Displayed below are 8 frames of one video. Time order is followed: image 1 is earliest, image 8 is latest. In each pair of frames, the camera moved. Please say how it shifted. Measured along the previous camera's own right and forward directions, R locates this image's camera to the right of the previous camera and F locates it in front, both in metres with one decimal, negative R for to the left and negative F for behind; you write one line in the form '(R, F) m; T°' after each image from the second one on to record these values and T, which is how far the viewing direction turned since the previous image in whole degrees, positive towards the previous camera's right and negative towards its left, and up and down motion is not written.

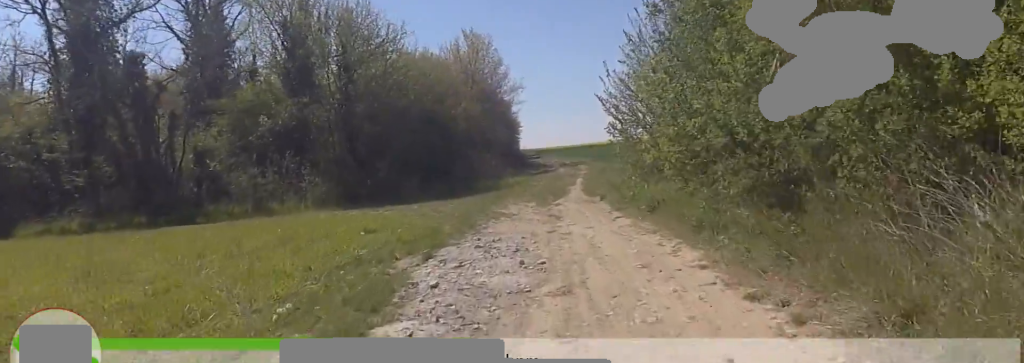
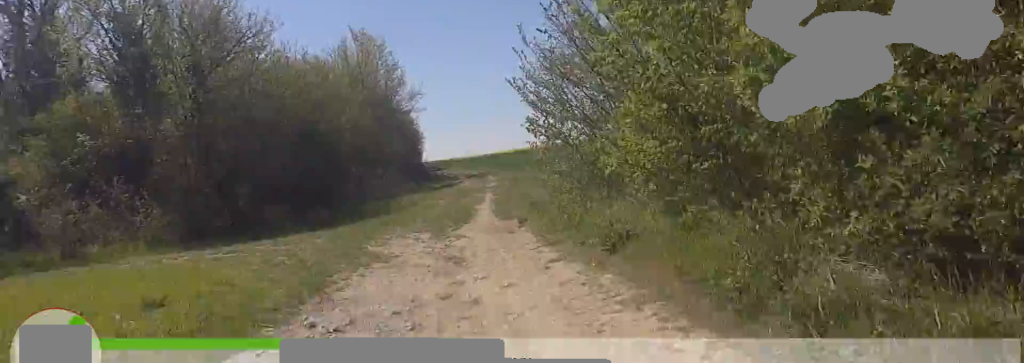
(0.0, +3.6) m; -7°
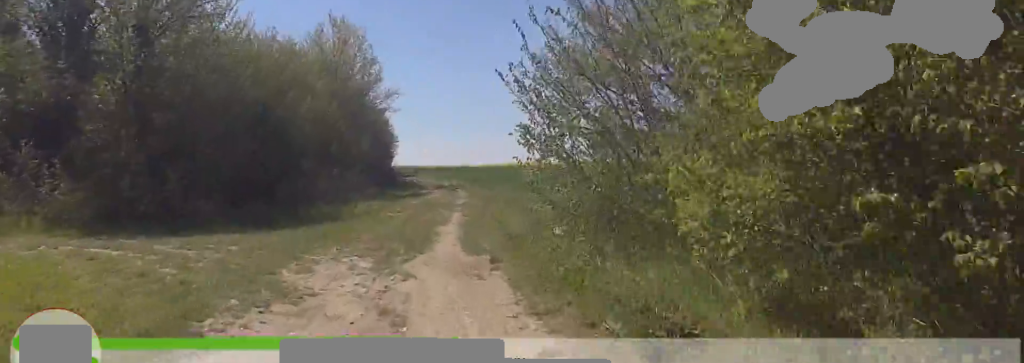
(+0.2, +2.2) m; -8°
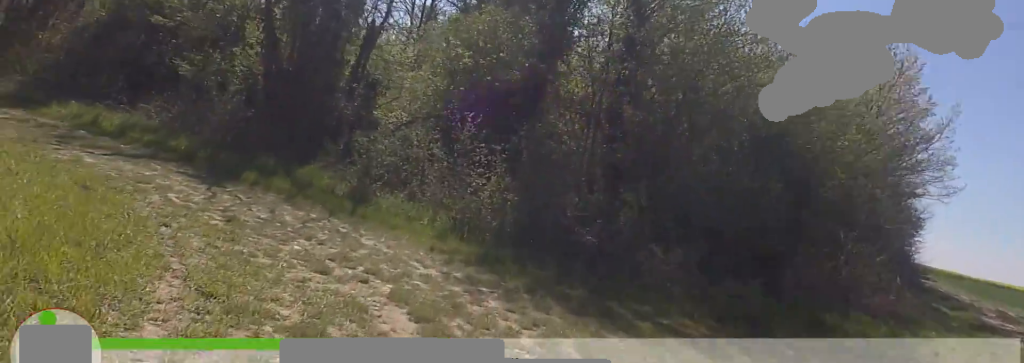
(-2.0, +6.6) m; -24°
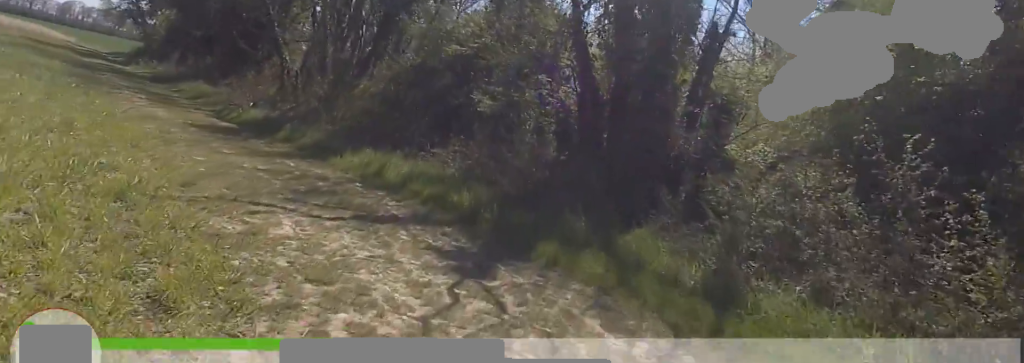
(-0.3, +4.5) m; -16°
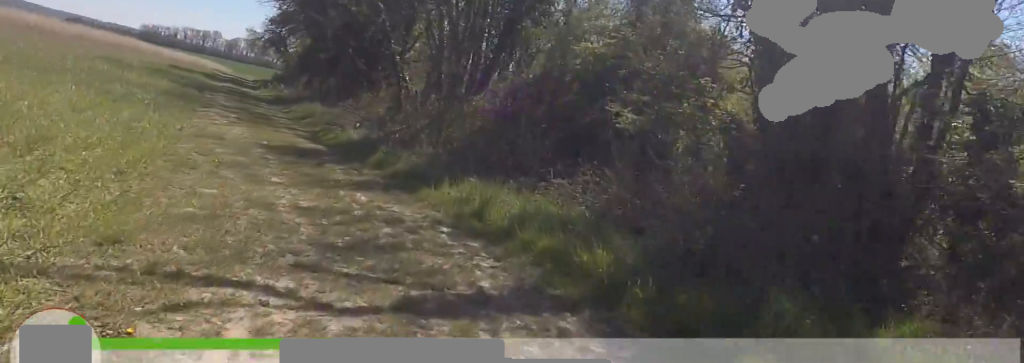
(0.0, +3.0) m; -17°
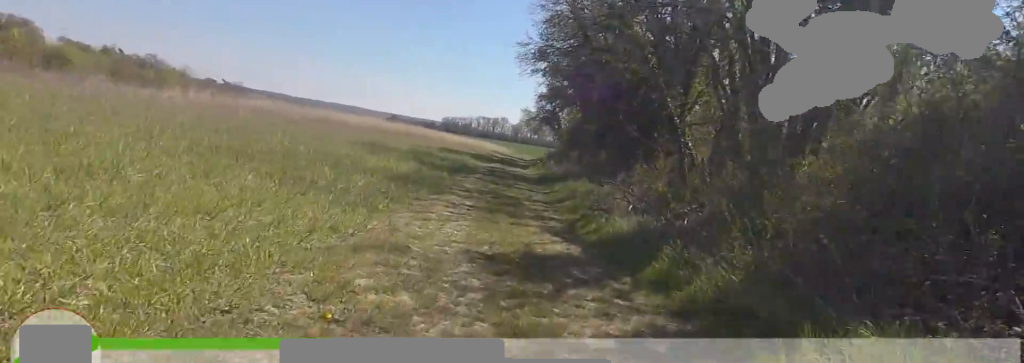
(-1.2, +4.1) m; -14°
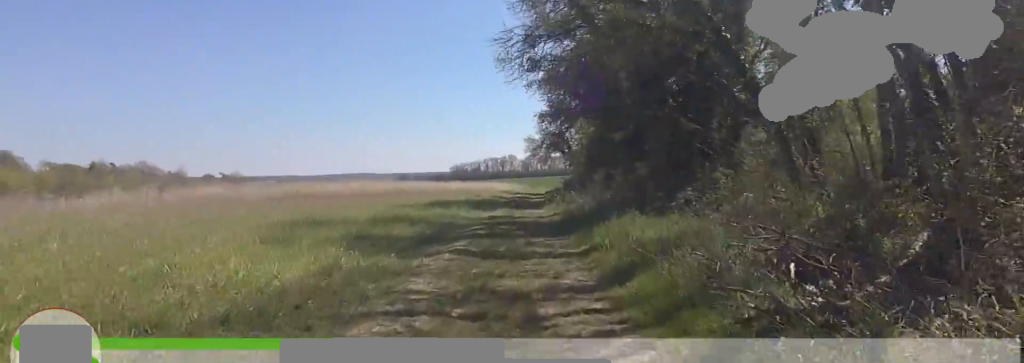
(-0.2, +6.2) m; -2°
